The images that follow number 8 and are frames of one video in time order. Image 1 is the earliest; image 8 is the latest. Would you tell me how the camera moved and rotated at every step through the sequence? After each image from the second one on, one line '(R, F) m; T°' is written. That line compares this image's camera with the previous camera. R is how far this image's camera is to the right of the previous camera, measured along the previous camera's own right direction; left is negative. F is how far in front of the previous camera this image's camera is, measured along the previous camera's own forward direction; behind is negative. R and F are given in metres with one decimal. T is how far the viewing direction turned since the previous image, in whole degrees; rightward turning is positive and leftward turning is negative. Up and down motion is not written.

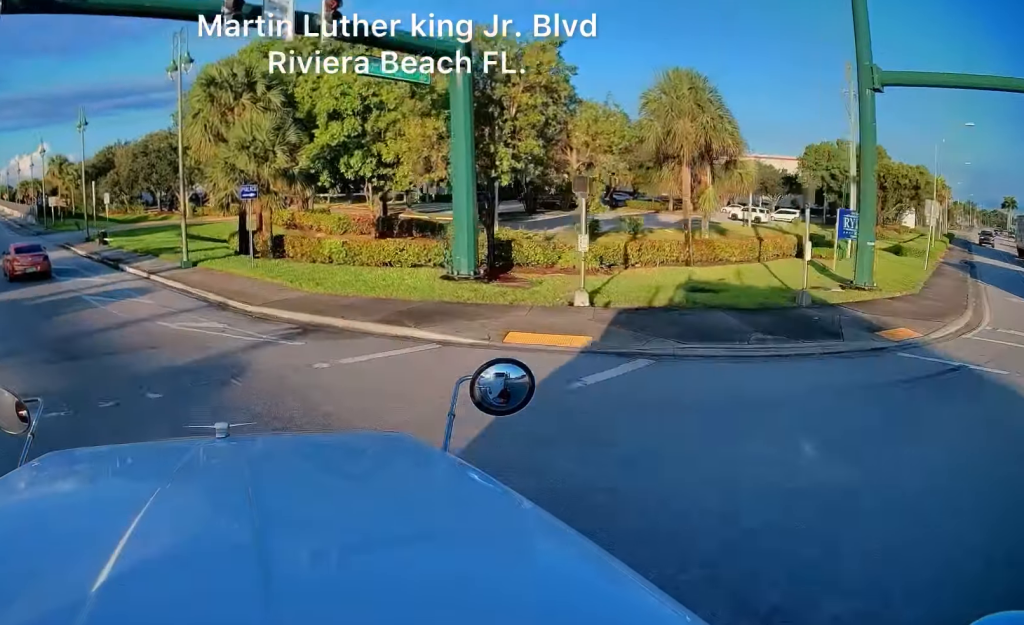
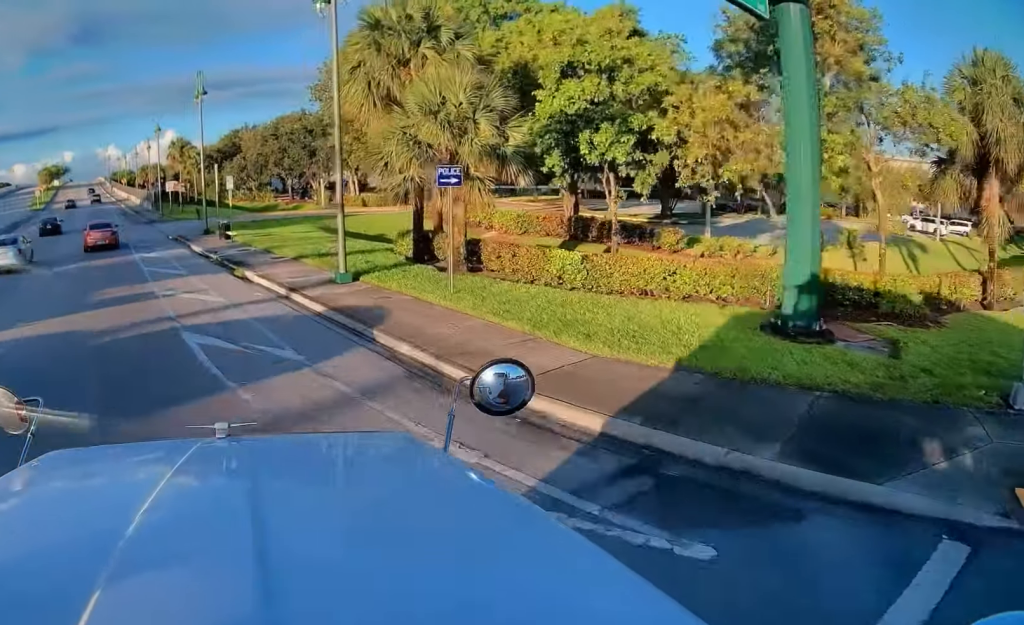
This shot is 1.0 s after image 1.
(-0.4, +6.4) m; -11°
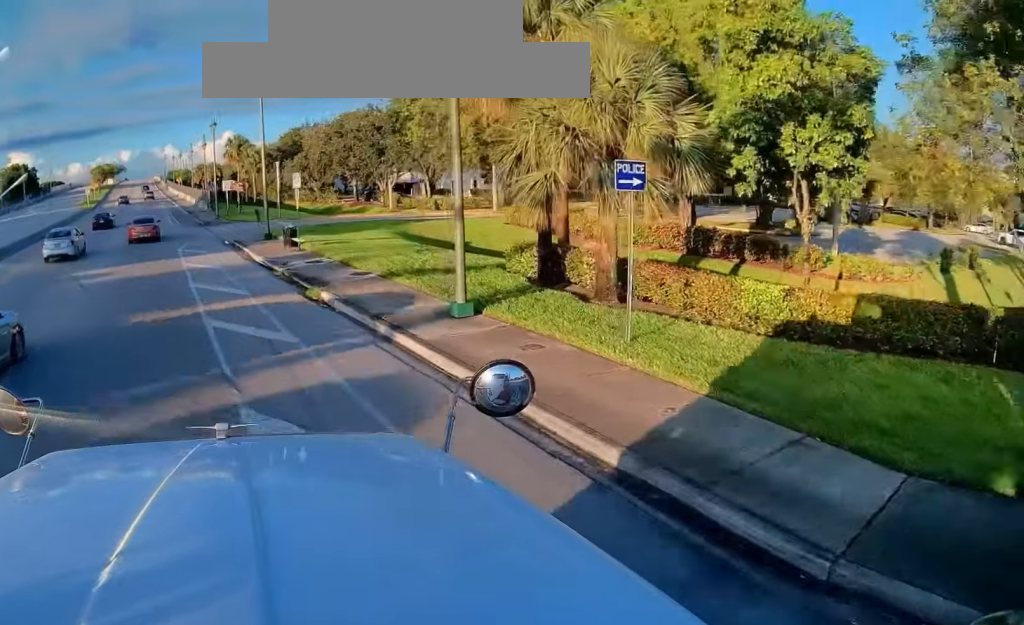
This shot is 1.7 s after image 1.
(-0.5, +4.4) m; -6°
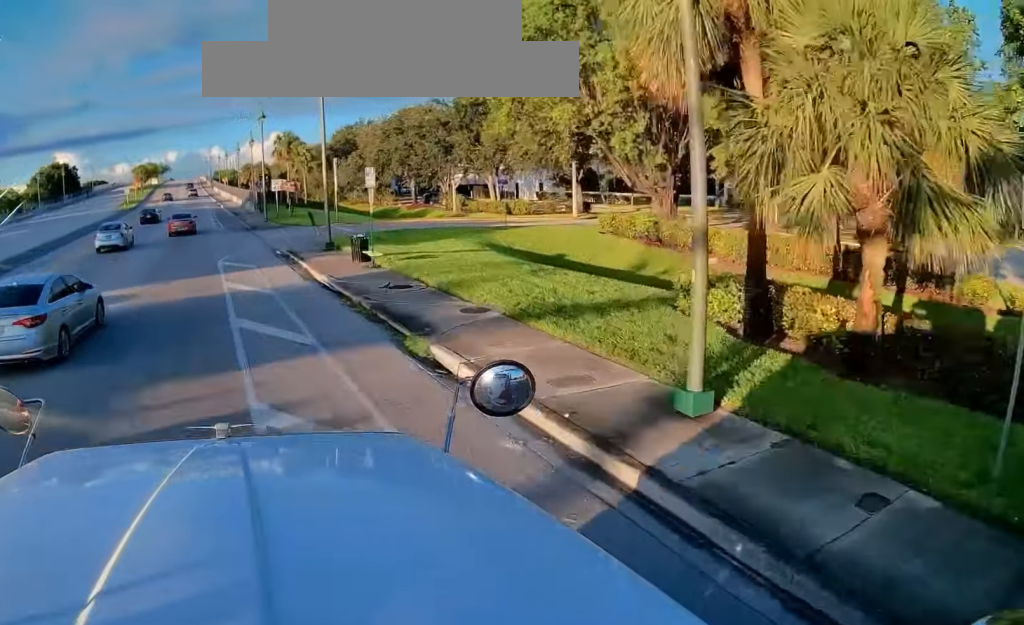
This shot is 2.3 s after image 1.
(-0.3, +4.9) m; -5°
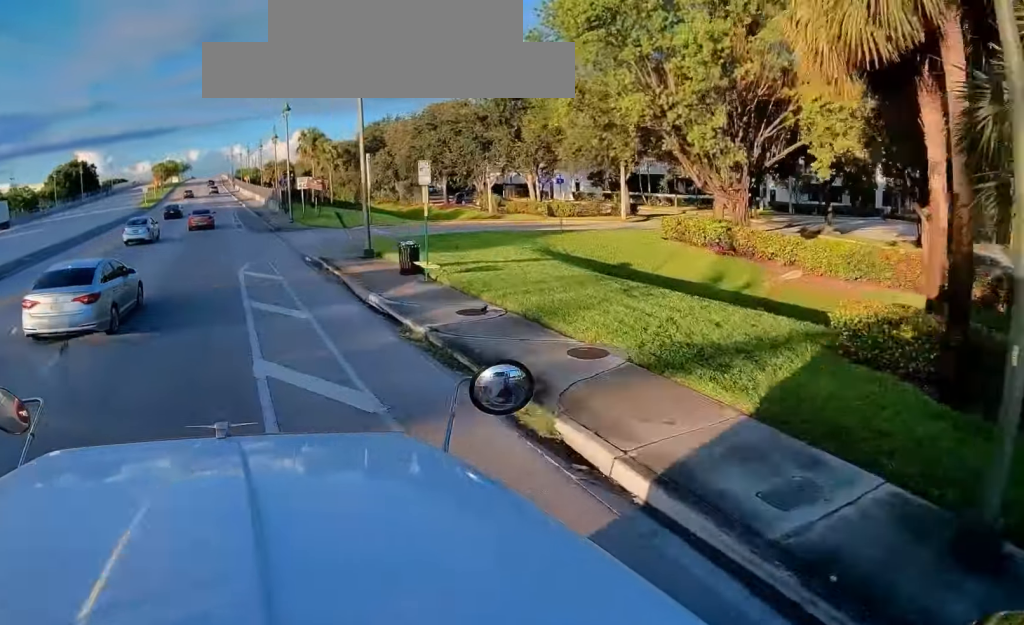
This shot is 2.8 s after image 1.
(-0.1, +3.4) m; -1°
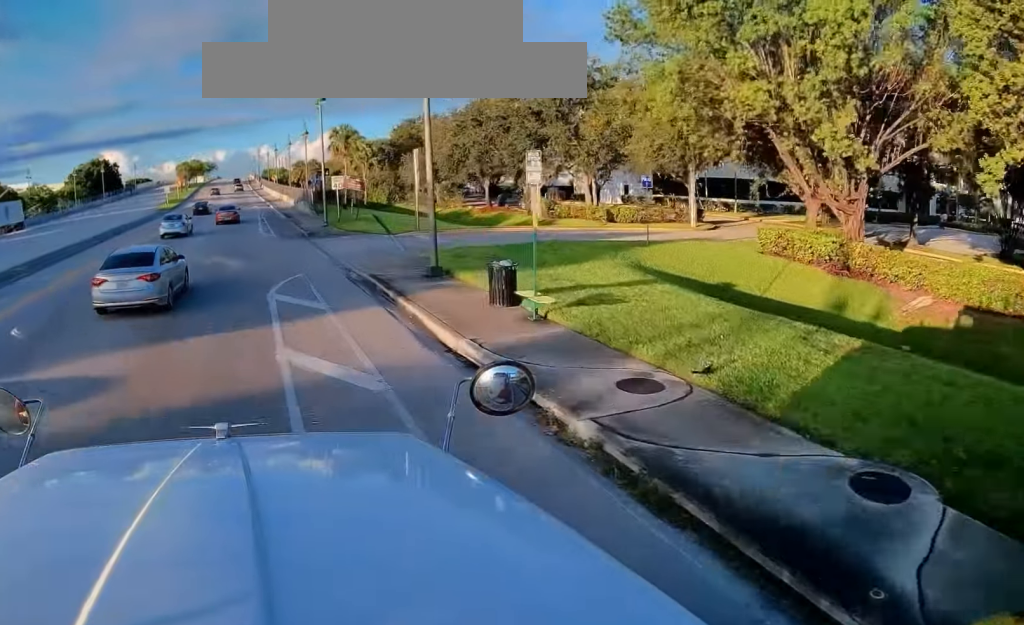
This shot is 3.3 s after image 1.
(-0.1, +4.7) m; -2°
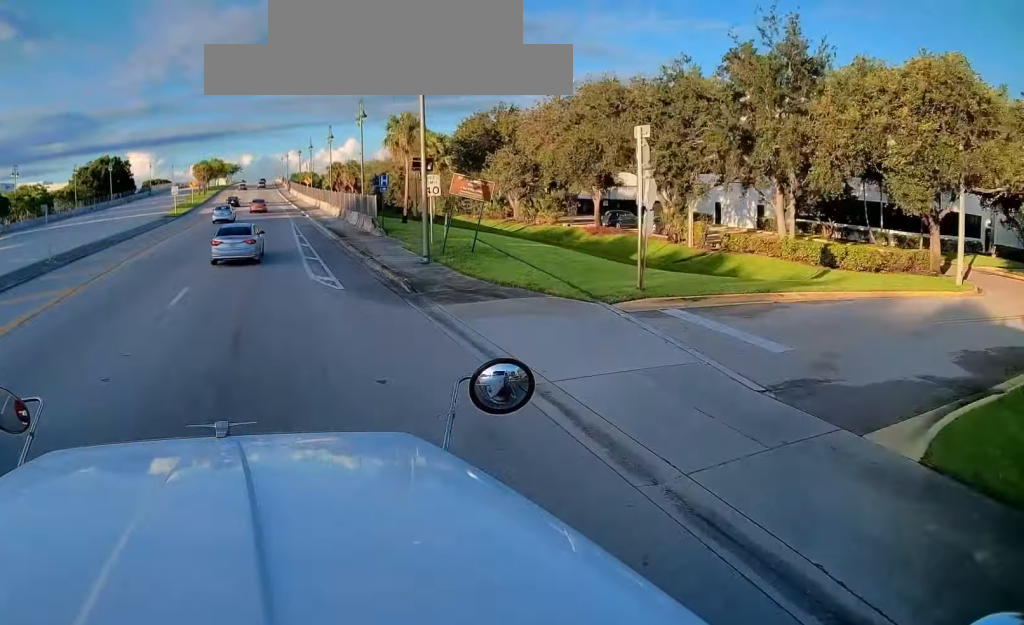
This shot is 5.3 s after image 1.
(-0.9, +17.7) m; -5°
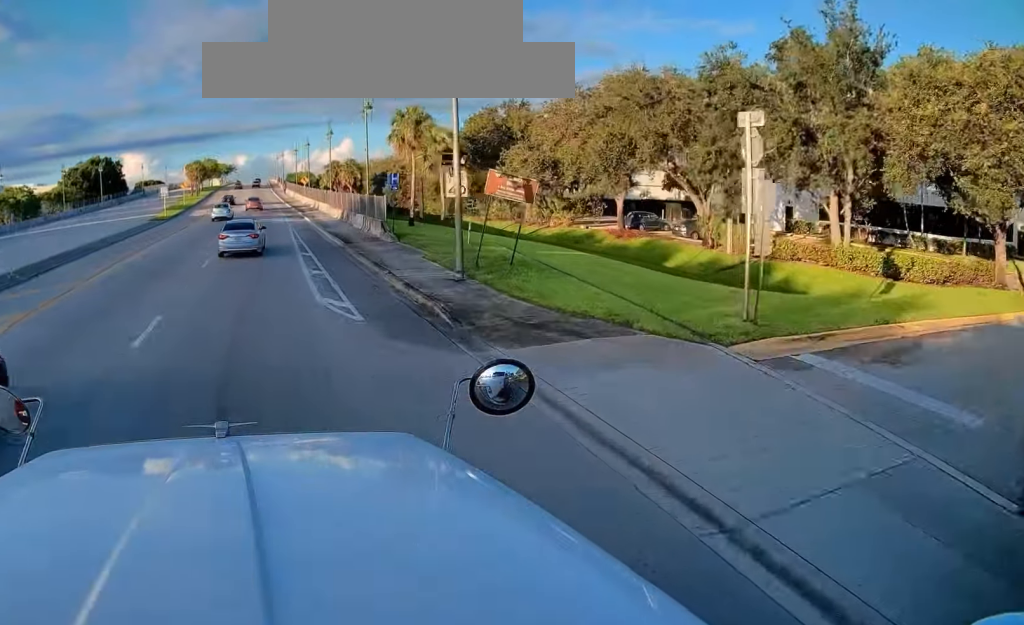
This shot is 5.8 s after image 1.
(0.0, +4.4) m; 0°
